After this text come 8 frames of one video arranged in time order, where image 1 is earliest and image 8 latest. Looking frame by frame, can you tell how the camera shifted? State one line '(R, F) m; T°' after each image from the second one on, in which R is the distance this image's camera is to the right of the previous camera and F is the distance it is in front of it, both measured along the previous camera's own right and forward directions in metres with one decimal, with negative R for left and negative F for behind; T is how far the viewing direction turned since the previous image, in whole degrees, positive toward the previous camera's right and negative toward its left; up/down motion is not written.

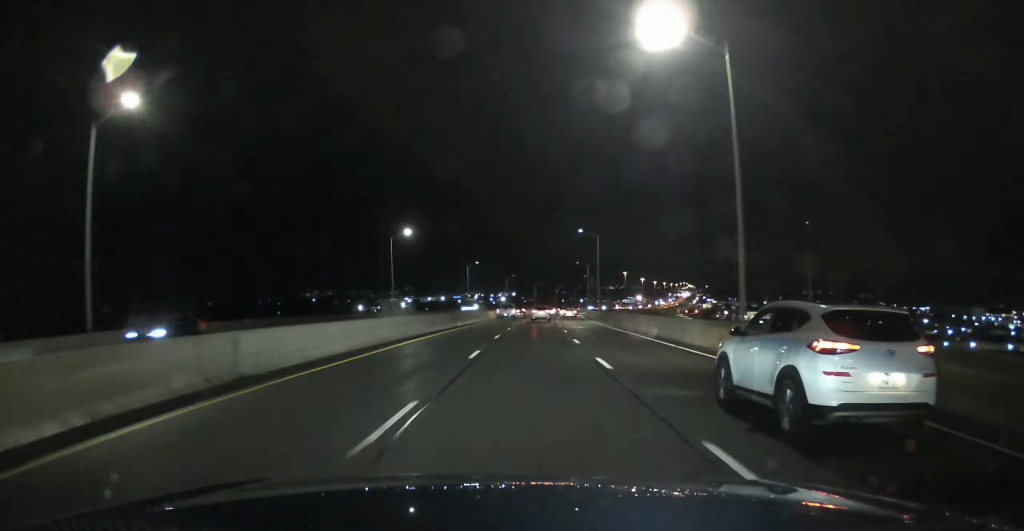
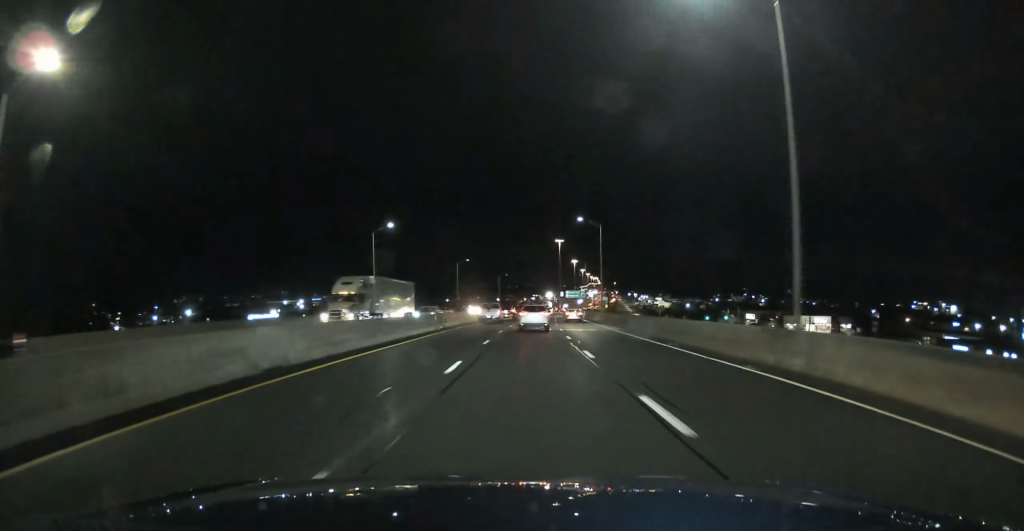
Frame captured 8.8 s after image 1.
(+18.7, +251.6) m; +8°
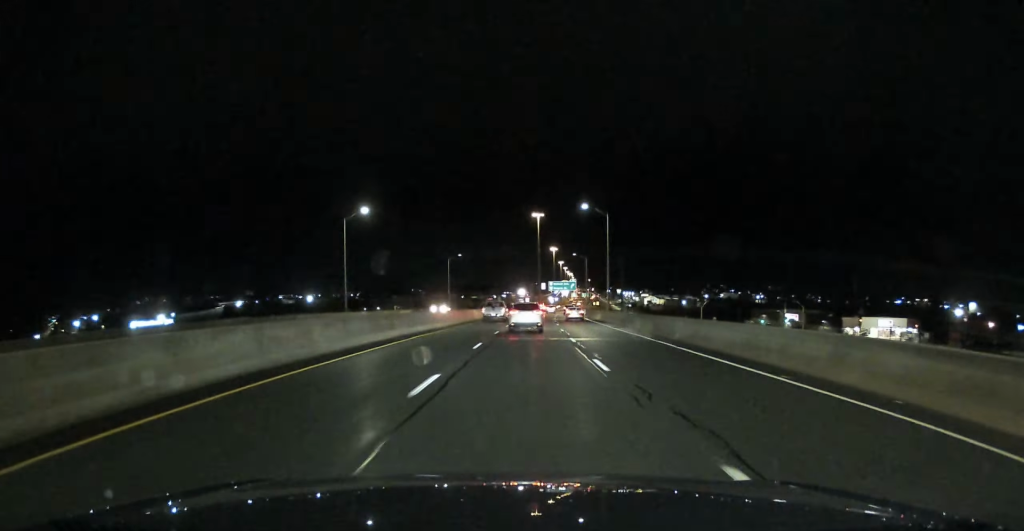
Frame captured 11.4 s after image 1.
(+0.6, +75.0) m; +2°
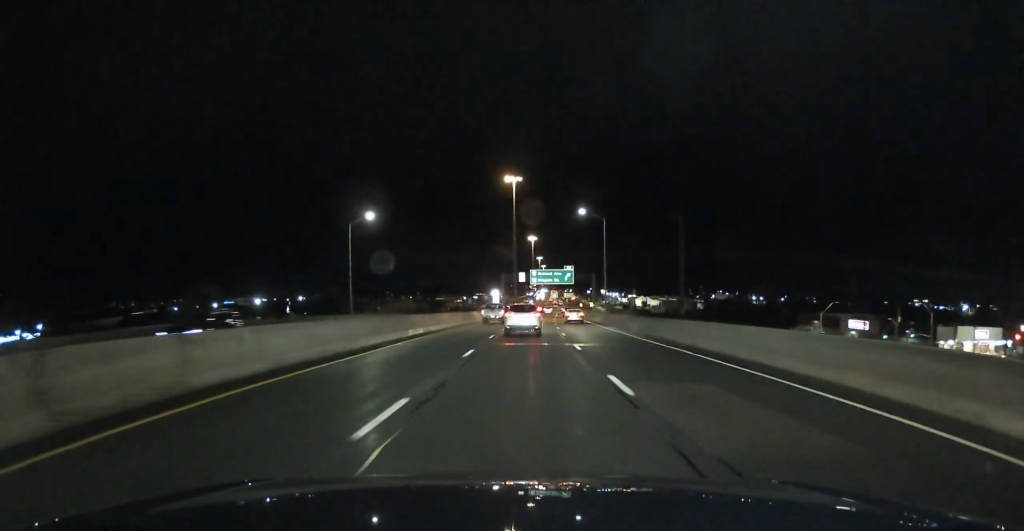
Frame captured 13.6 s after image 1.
(+2.3, +63.4) m; +1°
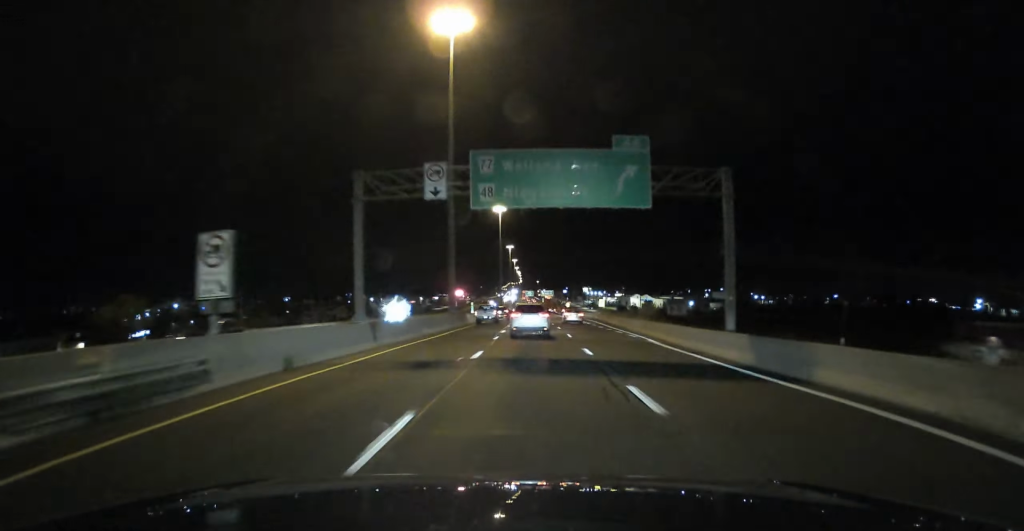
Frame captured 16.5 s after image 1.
(+1.6, +85.6) m; +1°
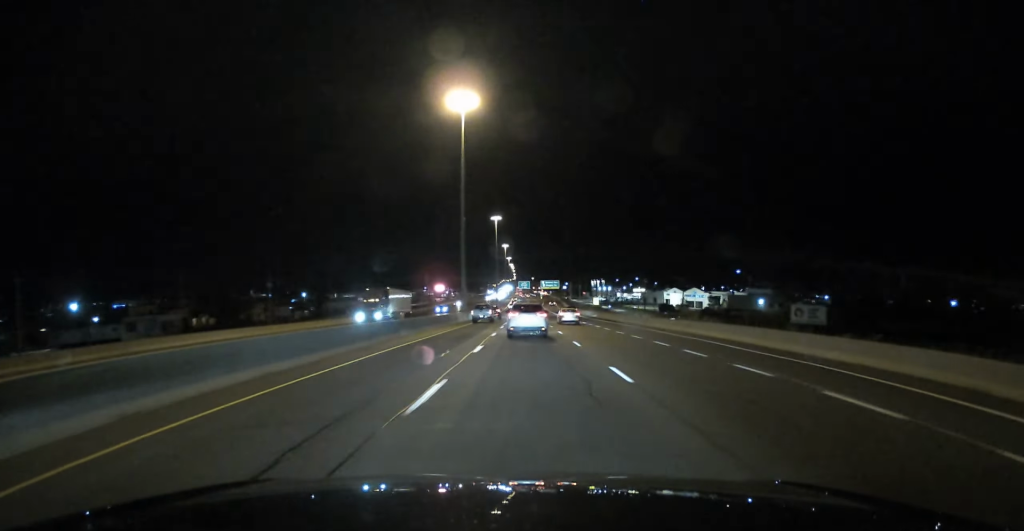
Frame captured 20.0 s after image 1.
(+0.5, +103.5) m; 0°
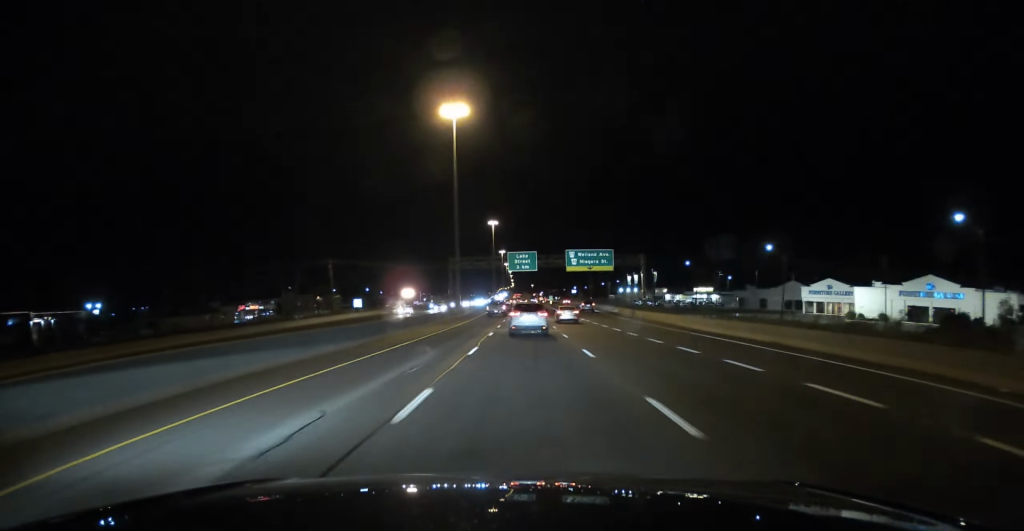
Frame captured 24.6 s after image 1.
(0.0, +136.5) m; 0°
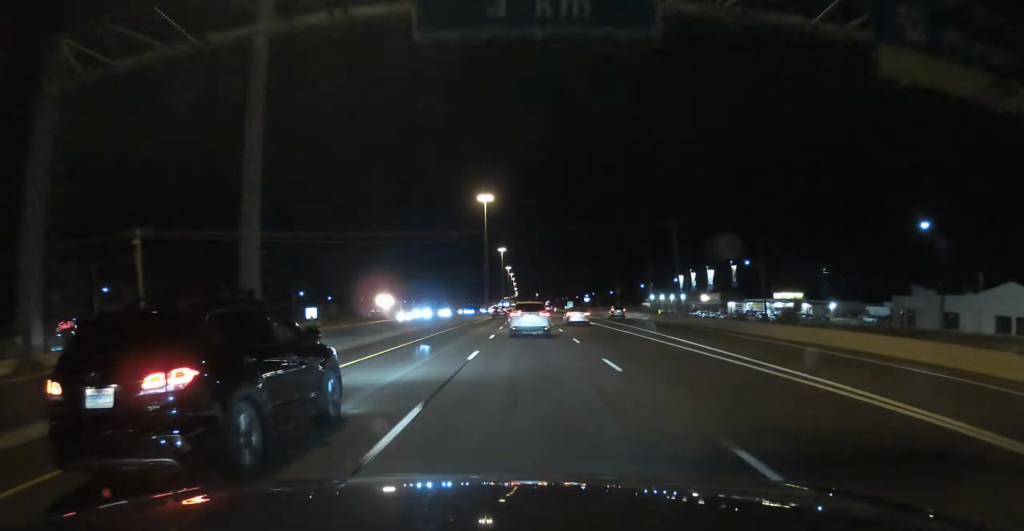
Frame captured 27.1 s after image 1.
(0.0, +74.6) m; 0°
